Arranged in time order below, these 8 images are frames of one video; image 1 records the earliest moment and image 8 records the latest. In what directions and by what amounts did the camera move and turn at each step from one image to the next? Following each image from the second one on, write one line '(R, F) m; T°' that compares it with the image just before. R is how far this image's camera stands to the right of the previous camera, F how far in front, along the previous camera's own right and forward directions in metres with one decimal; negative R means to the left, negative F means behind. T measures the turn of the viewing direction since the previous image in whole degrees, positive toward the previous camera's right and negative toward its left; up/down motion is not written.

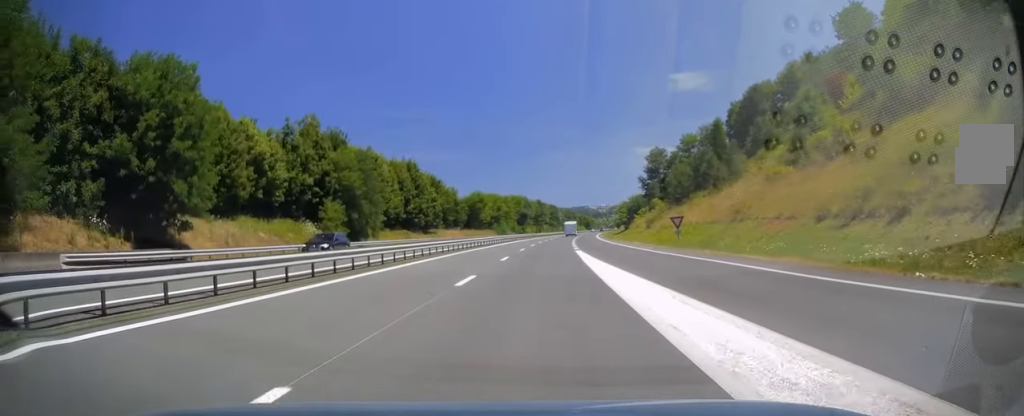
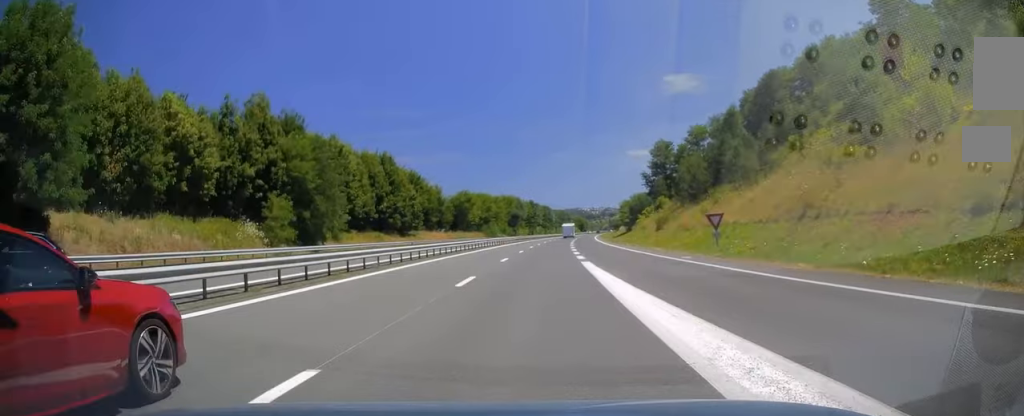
(+0.1, +12.3) m; 0°
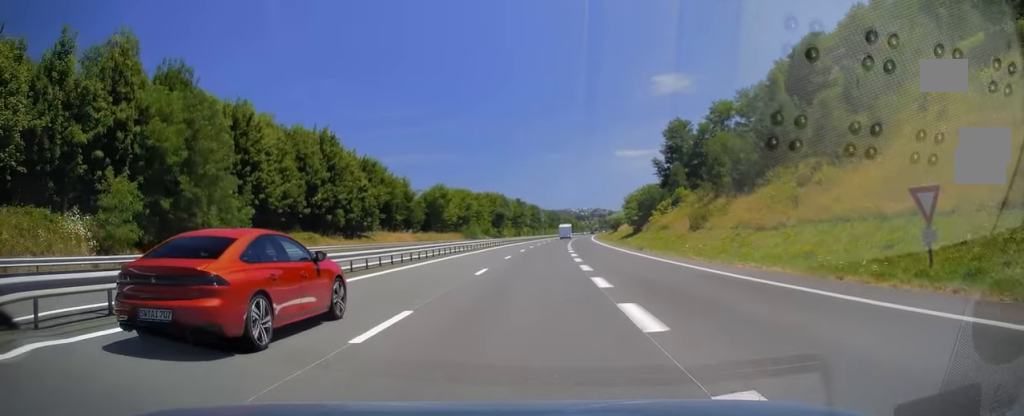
(+0.1, +21.2) m; +1°
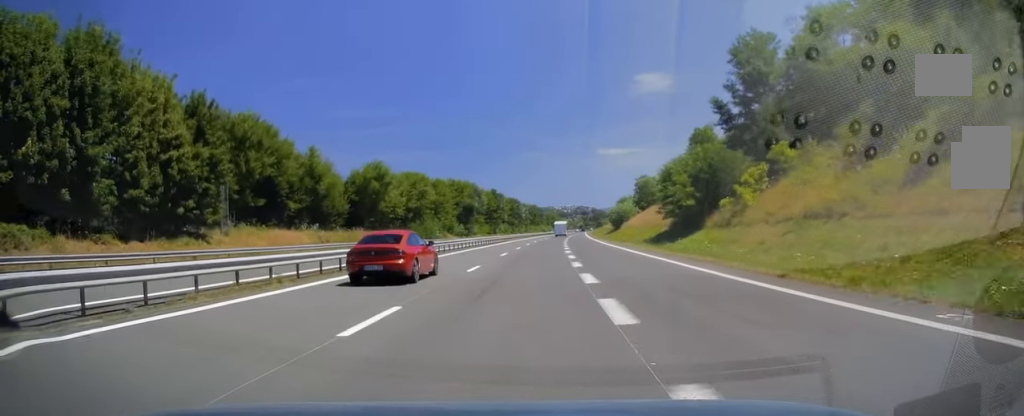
(+0.5, +38.3) m; +2°
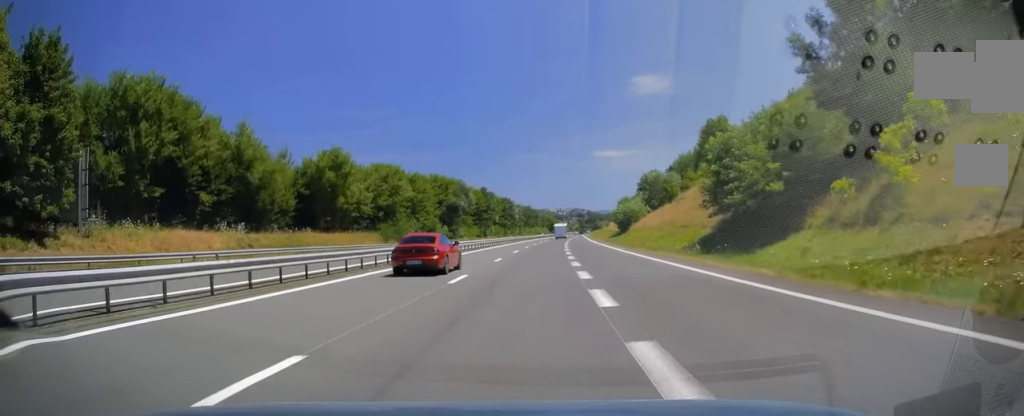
(+0.2, +17.2) m; +1°
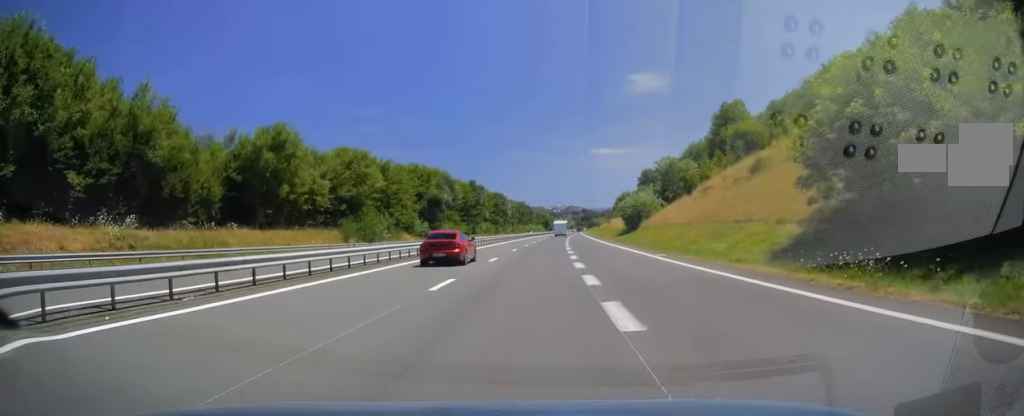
(+0.1, +15.7) m; +1°
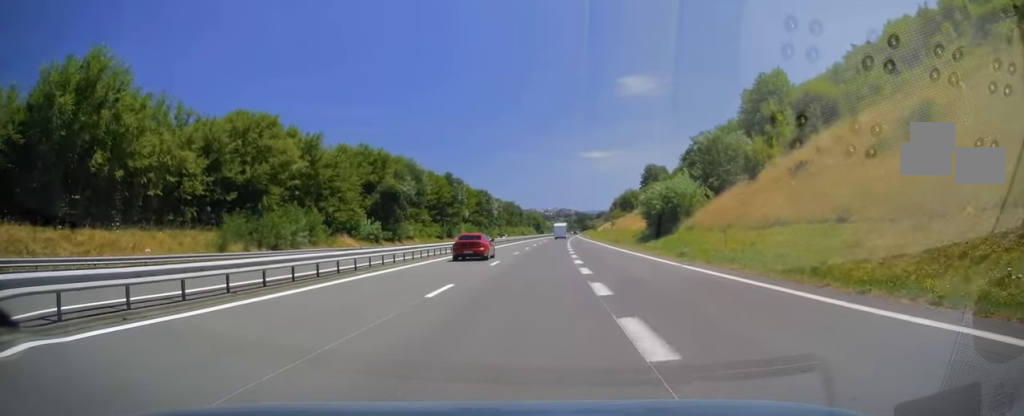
(0.0, +27.5) m; +2°
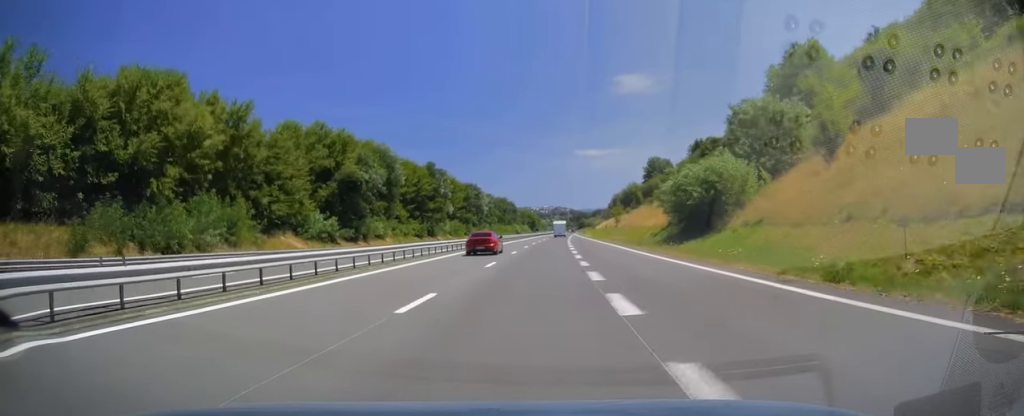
(+0.4, +16.2) m; 0°
